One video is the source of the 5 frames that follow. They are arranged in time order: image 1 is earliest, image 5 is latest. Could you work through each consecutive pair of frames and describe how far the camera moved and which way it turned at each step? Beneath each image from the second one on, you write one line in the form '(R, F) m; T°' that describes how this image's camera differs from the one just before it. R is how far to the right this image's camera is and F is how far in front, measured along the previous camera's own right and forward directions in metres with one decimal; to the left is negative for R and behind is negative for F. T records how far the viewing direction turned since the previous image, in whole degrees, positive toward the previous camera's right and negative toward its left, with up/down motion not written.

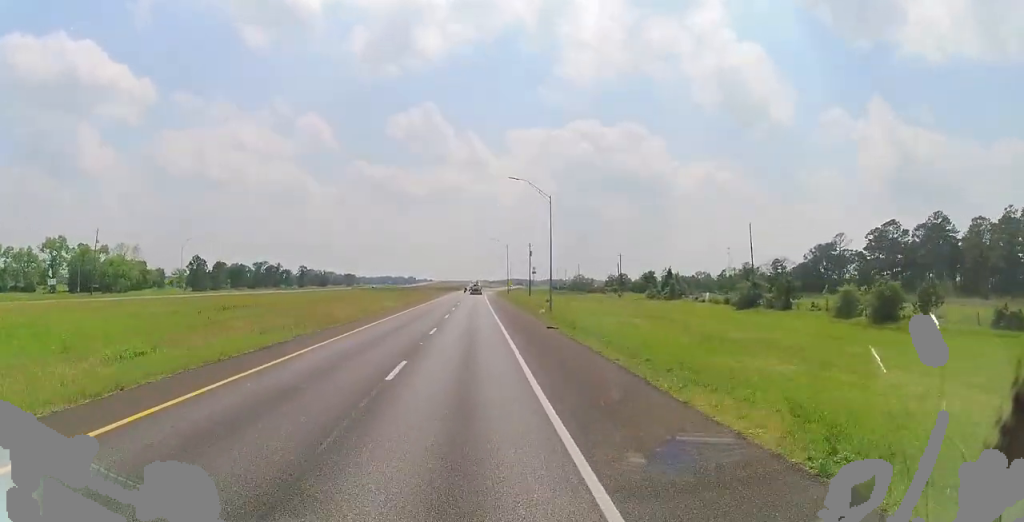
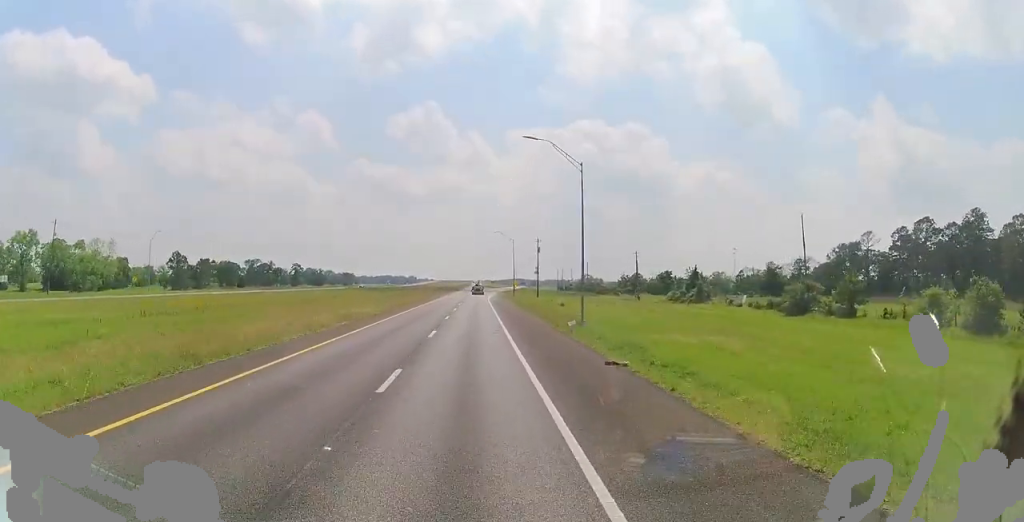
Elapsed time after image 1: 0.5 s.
(+0.2, +13.7) m; 0°
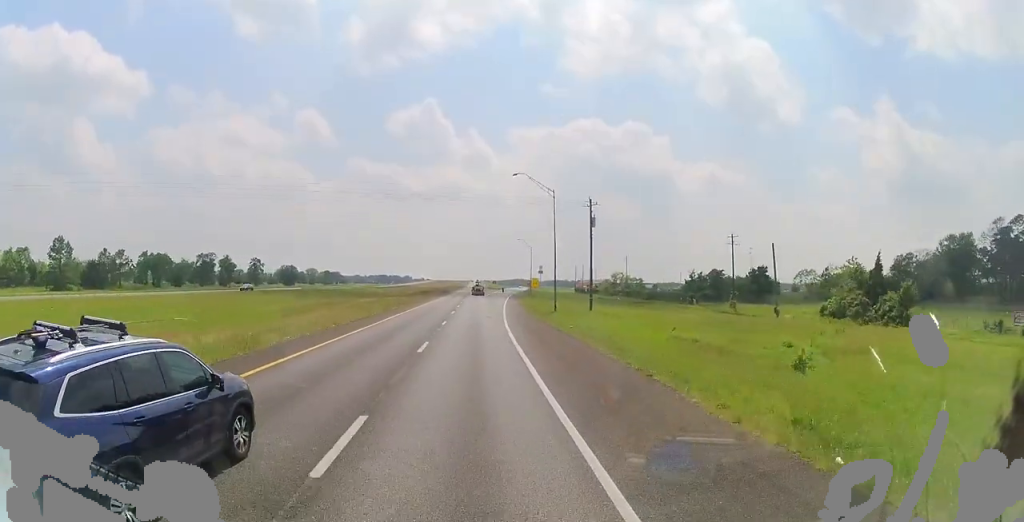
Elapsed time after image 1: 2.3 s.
(-0.5, +54.1) m; 0°
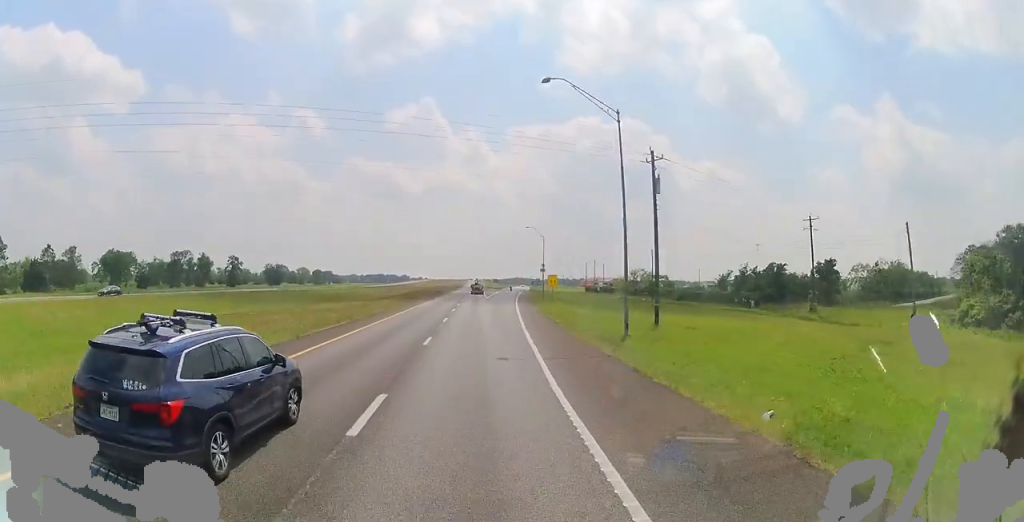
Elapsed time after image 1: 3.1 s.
(0.0, +22.6) m; 0°
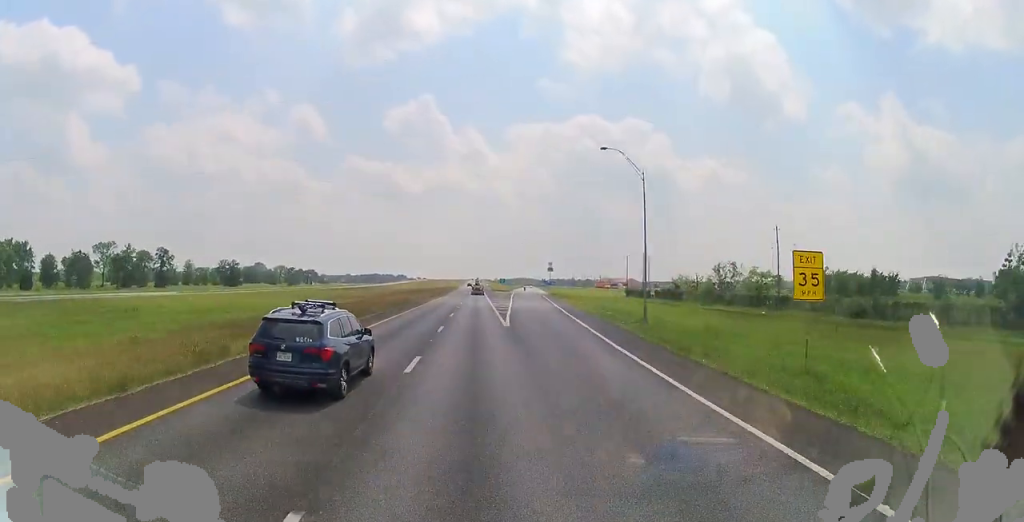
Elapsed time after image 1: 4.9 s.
(+0.1, +55.2) m; 0°
